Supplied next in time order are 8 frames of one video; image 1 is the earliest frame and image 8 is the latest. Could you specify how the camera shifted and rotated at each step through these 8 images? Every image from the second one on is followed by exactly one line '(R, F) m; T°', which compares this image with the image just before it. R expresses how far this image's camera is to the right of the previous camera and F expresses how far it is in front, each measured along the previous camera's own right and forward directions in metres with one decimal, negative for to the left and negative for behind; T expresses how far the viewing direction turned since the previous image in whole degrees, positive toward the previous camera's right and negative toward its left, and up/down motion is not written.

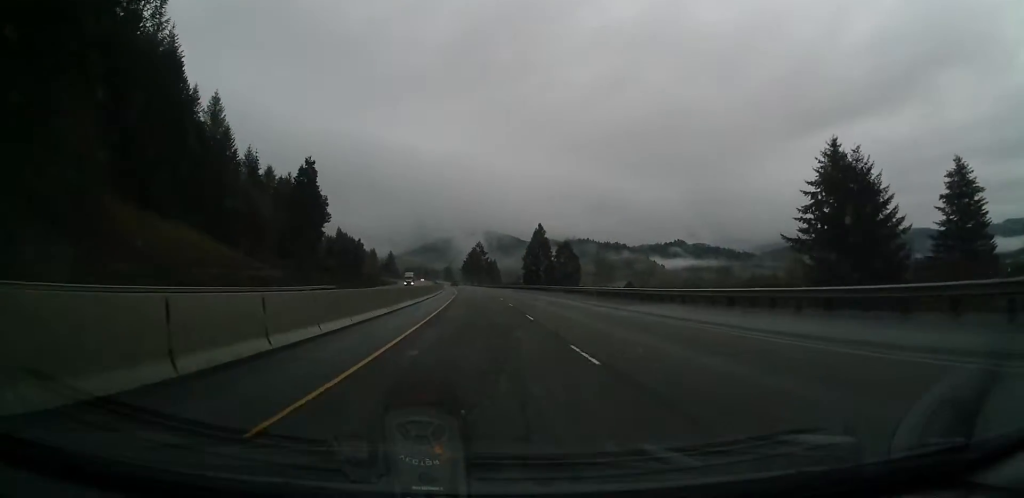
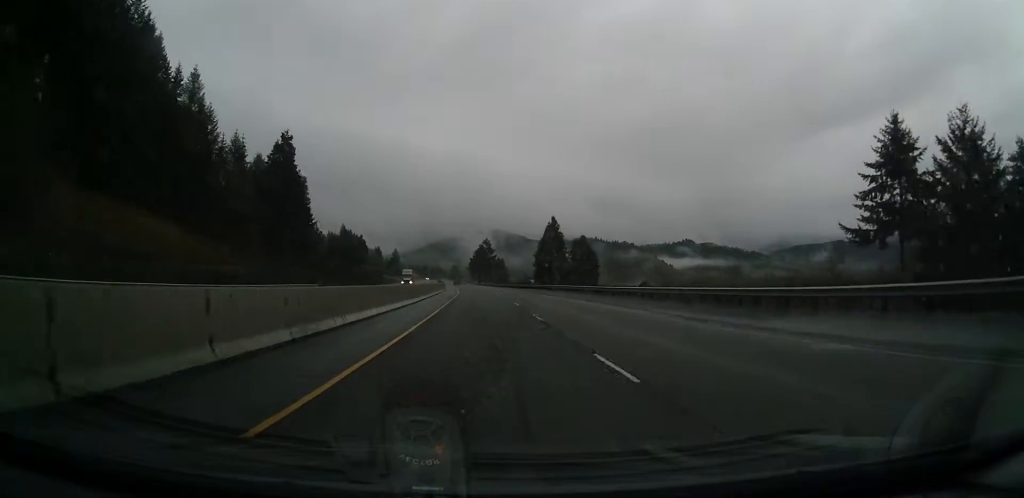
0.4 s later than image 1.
(+0.1, +13.2) m; -1°
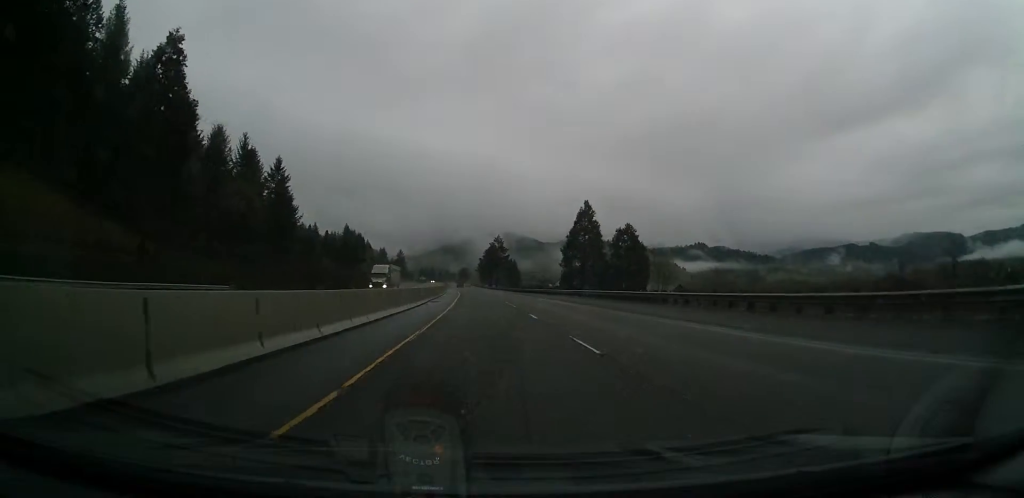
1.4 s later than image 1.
(-0.5, +30.7) m; -1°
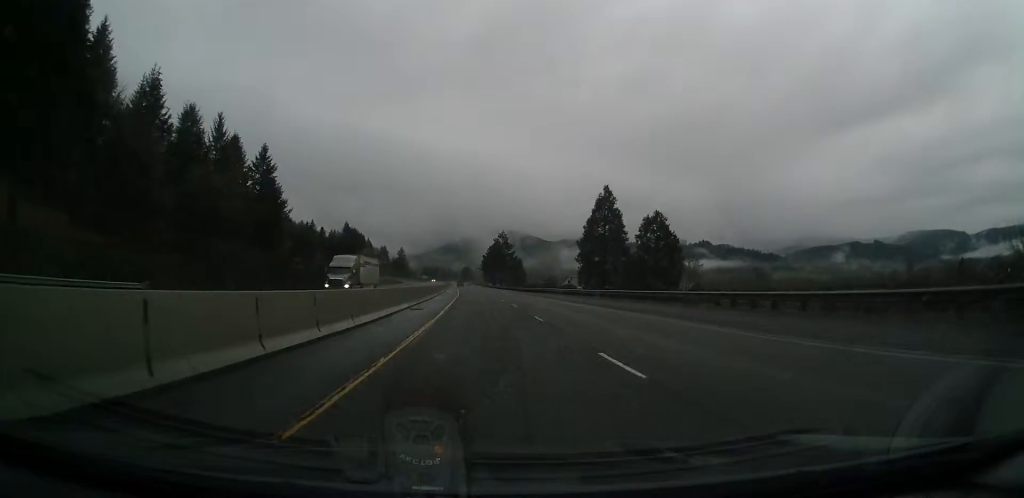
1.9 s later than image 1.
(-0.1, +17.0) m; 0°
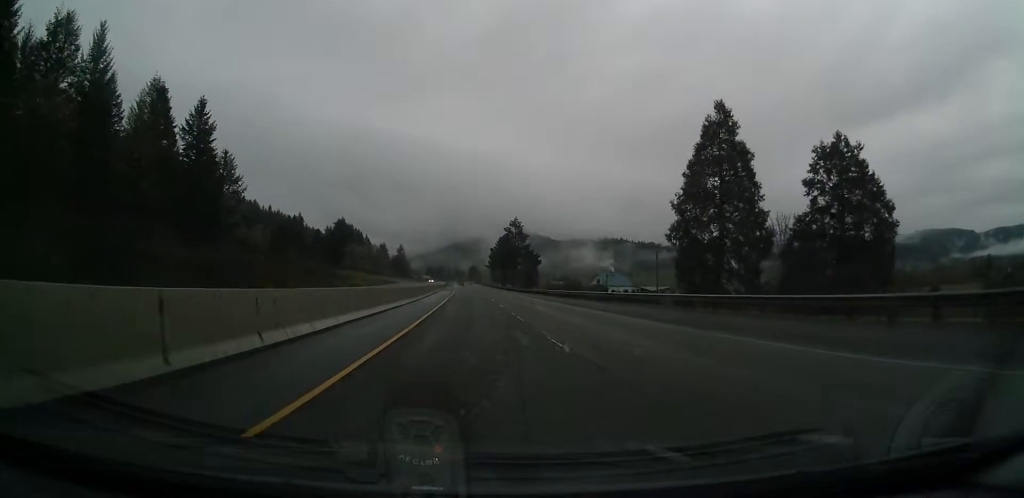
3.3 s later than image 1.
(-0.1, +48.7) m; -1°
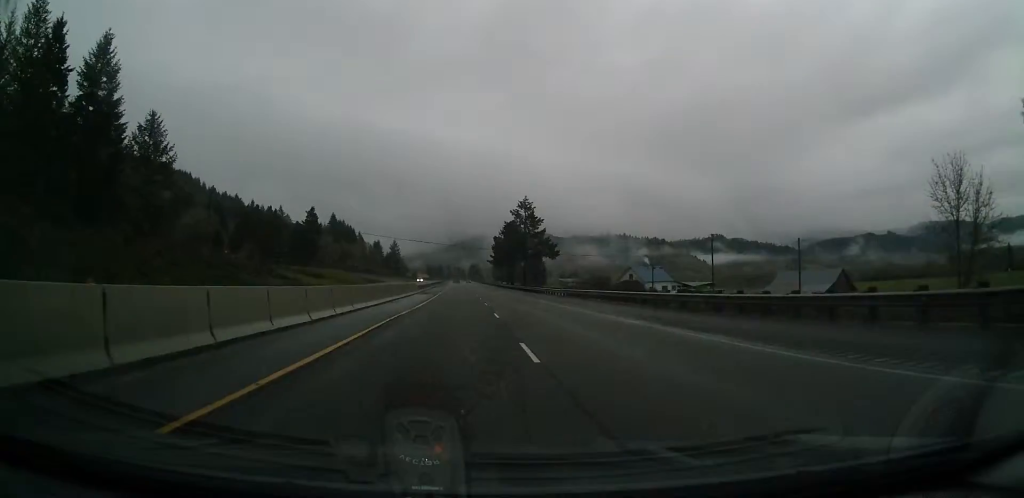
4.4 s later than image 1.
(-0.4, +40.2) m; -1°
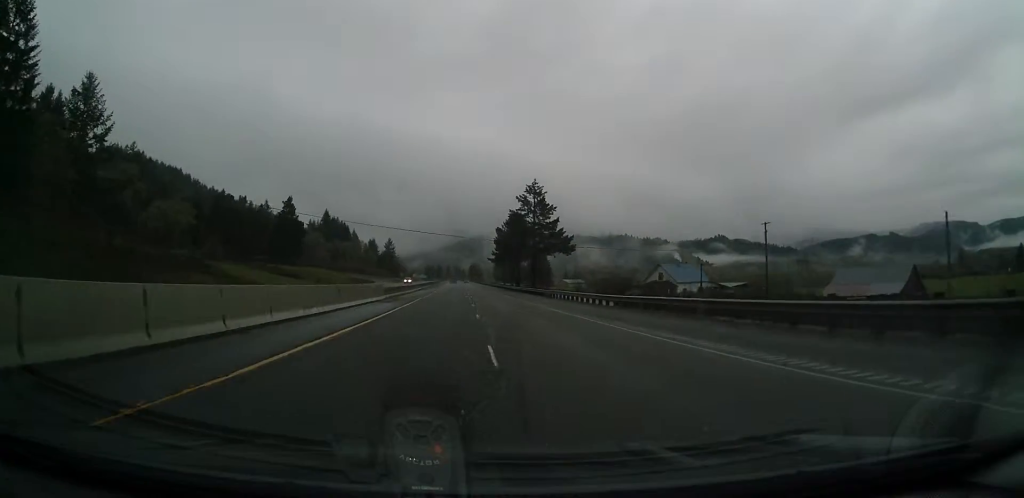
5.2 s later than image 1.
(-0.3, +24.8) m; 0°
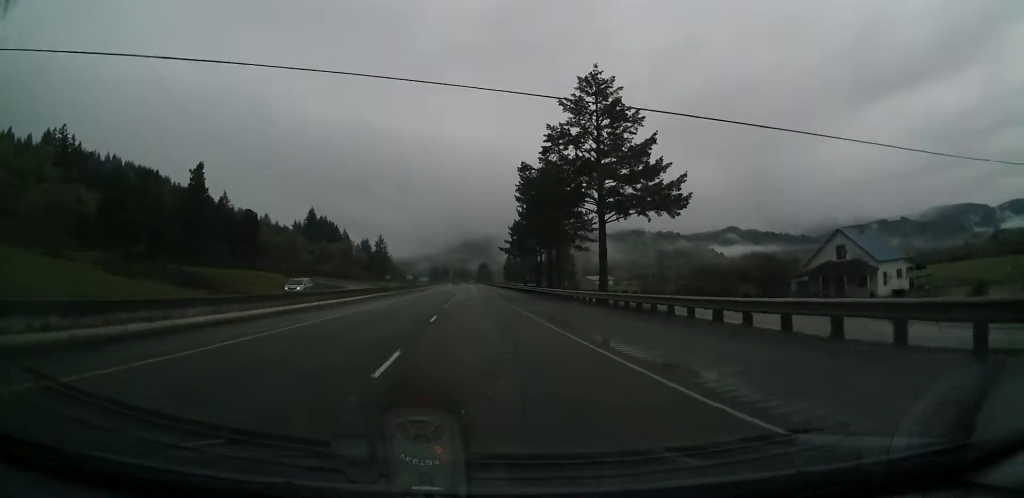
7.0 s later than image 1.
(+0.1, +62.6) m; 0°
